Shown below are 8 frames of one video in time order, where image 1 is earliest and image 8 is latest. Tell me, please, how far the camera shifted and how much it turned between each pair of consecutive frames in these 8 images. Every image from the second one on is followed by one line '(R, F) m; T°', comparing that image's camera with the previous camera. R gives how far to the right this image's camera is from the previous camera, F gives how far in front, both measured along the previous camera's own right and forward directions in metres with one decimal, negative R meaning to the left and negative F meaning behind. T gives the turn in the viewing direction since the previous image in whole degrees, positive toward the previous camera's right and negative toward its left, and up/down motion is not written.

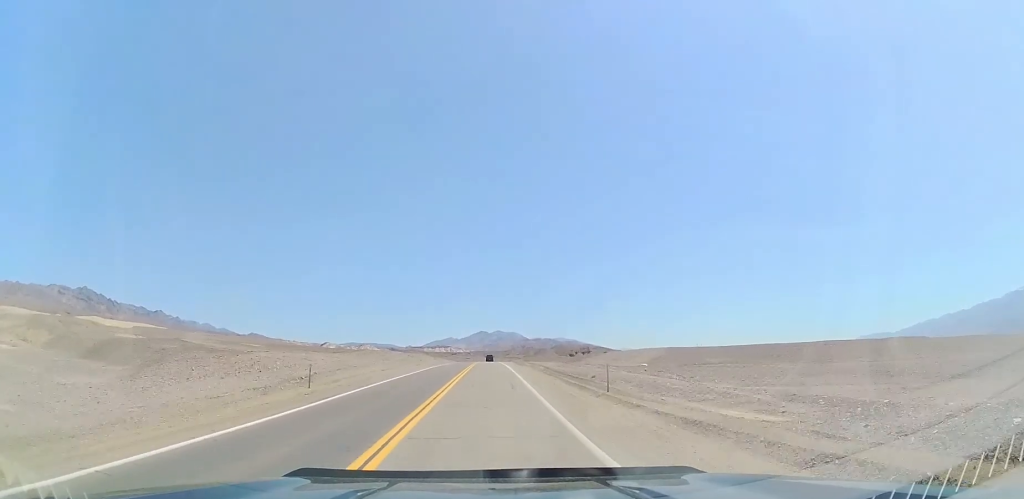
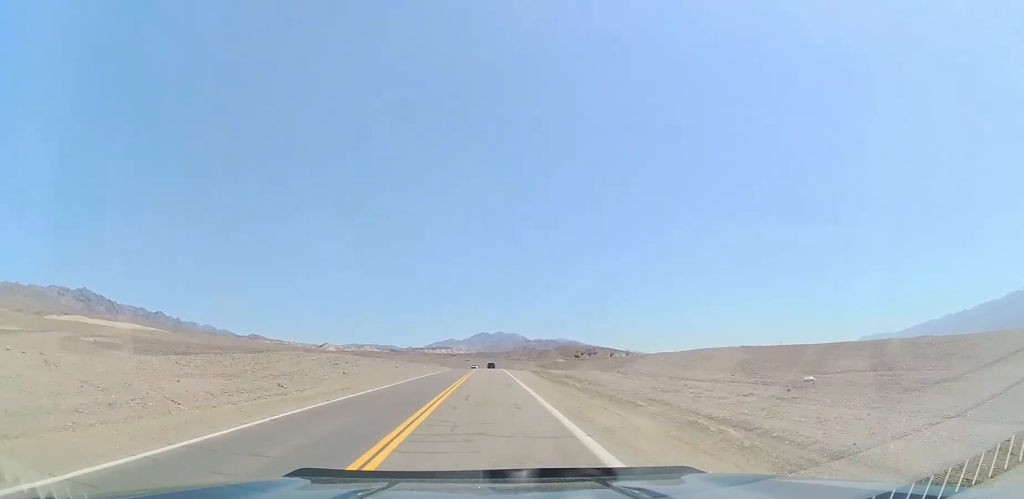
(-0.5, +40.3) m; -2°
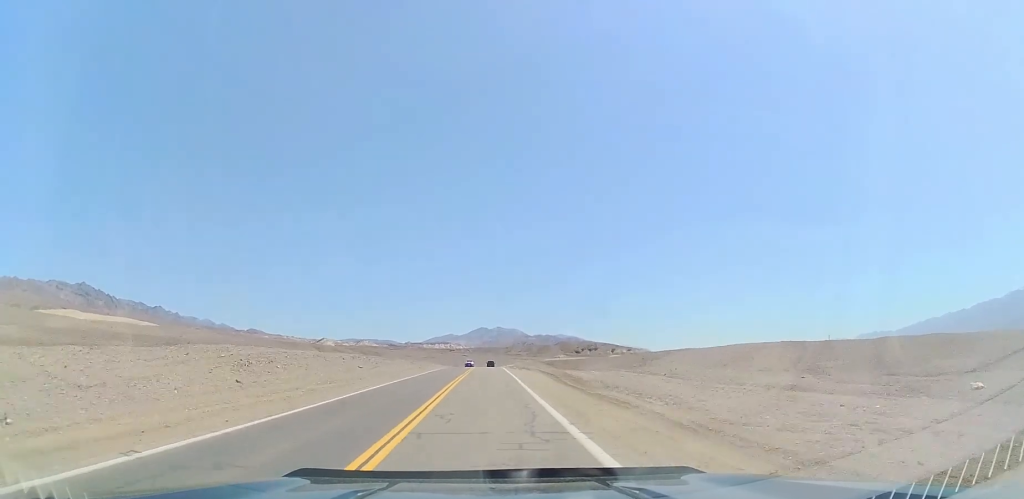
(-0.2, +15.4) m; 0°
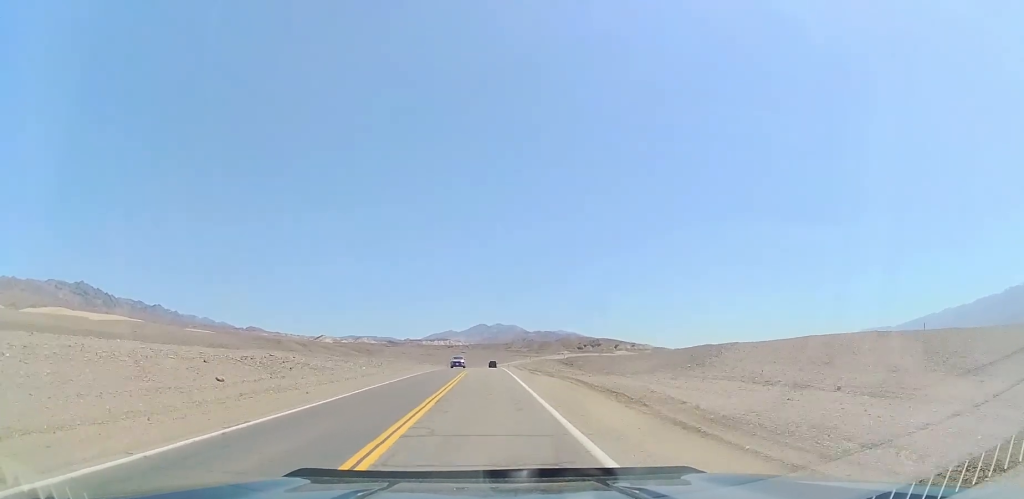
(-0.1, +21.7) m; 0°
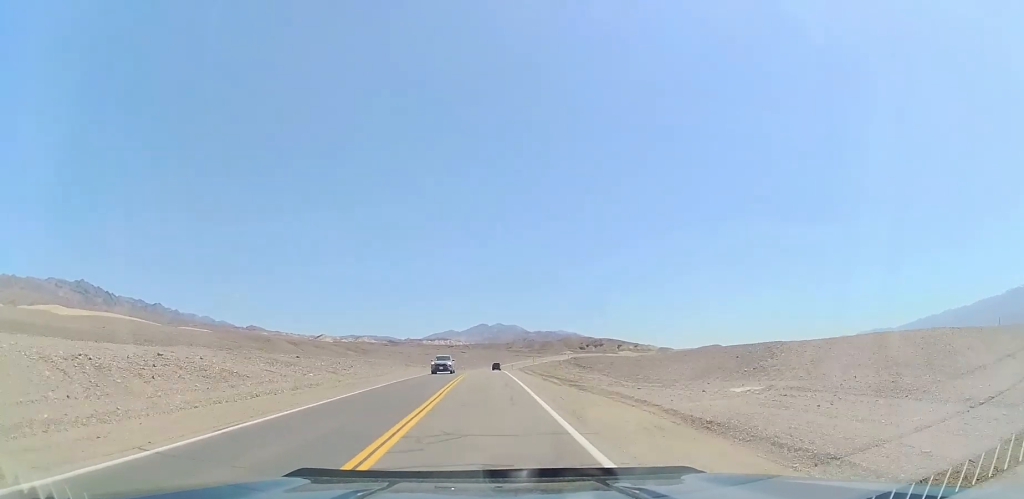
(0.0, +12.6) m; 0°
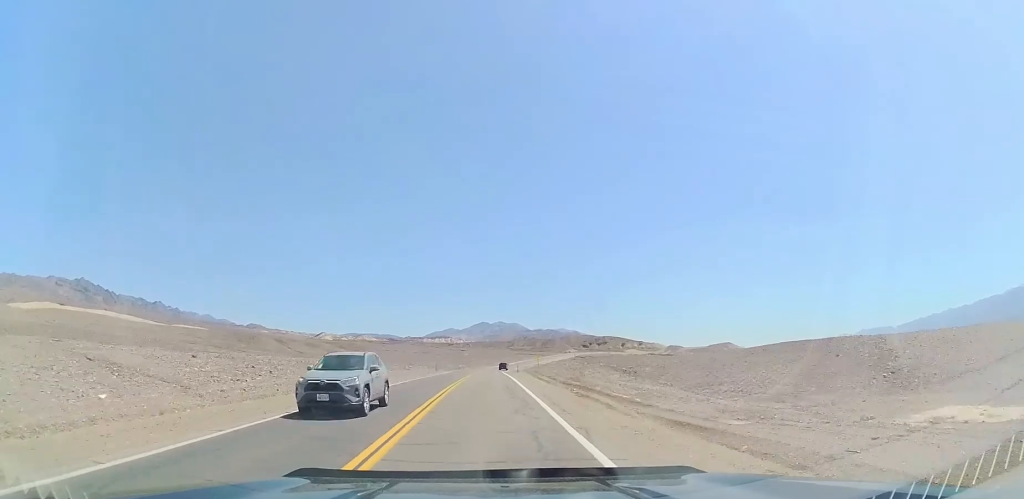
(0.0, +18.0) m; +1°
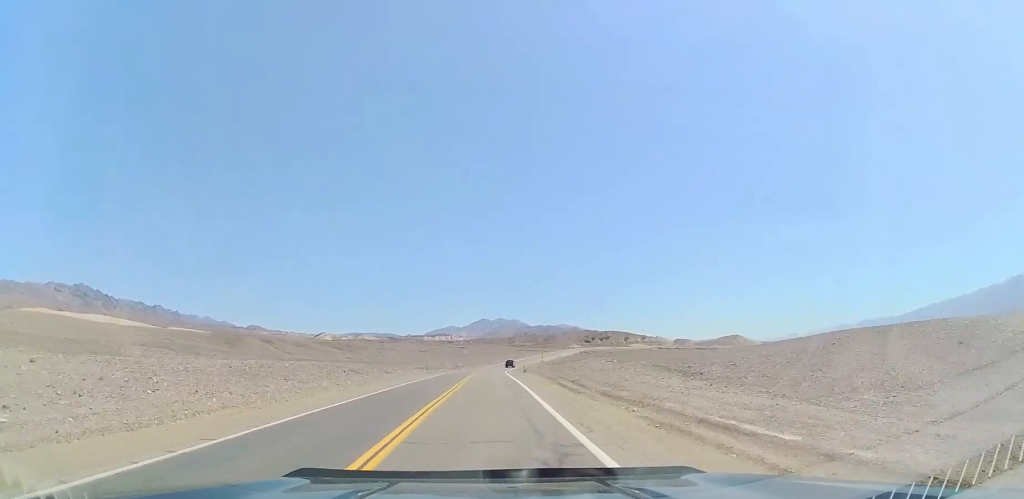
(-0.1, +12.6) m; +1°
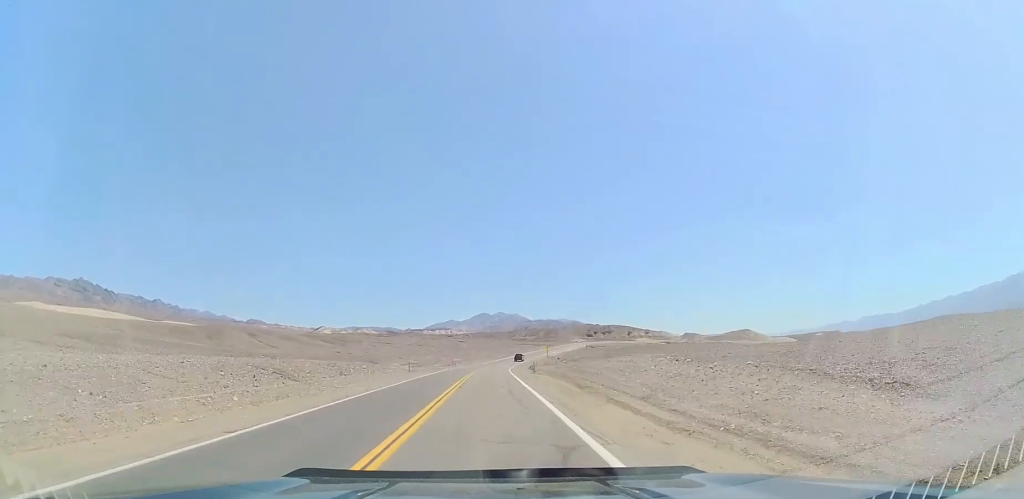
(+0.5, +15.4) m; 0°
